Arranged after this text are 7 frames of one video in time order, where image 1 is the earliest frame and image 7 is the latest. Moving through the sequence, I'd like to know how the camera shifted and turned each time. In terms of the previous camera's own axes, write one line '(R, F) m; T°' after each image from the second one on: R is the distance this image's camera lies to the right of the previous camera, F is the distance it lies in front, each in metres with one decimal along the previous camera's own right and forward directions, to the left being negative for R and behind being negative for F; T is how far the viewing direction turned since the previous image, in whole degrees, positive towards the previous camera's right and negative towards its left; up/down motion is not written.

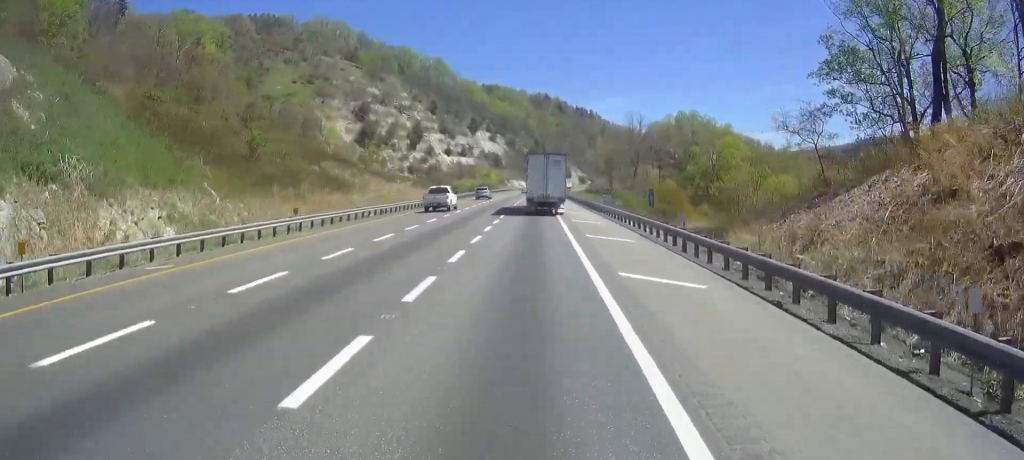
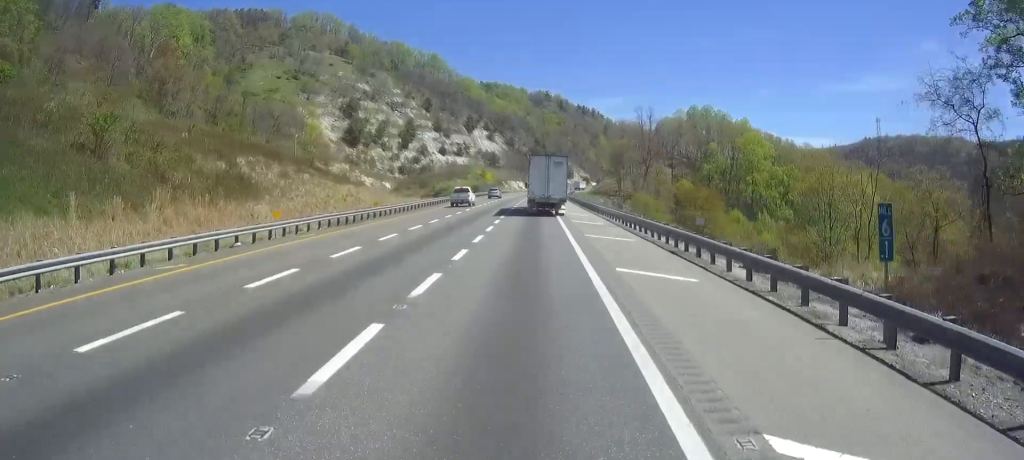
(-0.9, +22.0) m; -4°
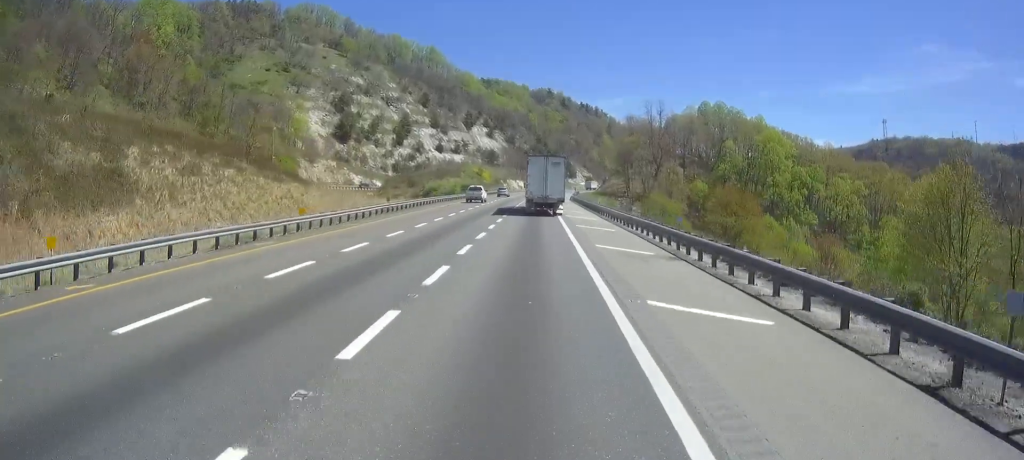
(-0.2, +16.6) m; -1°
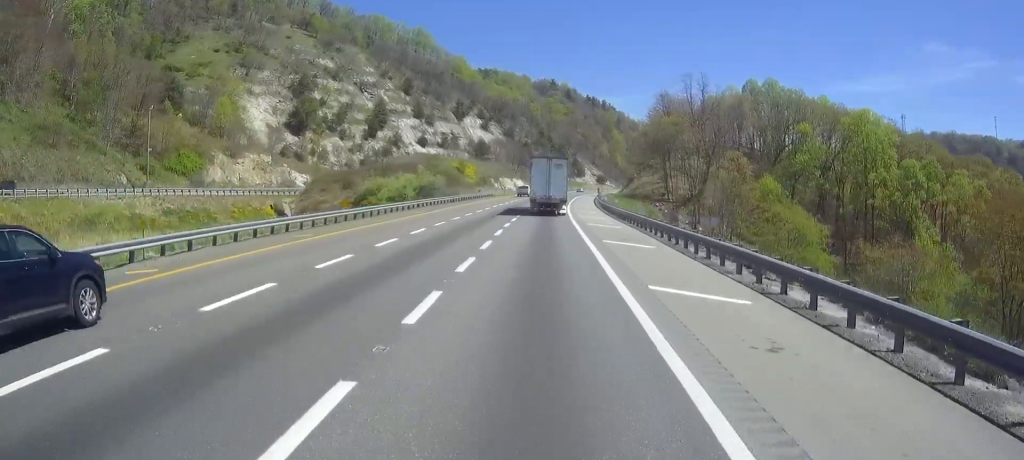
(0.0, +57.5) m; 0°
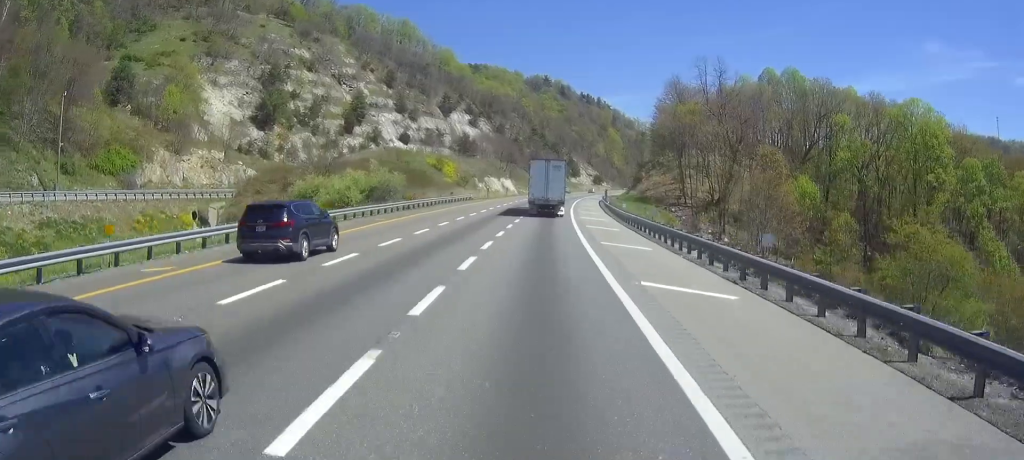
(0.0, +23.2) m; 0°
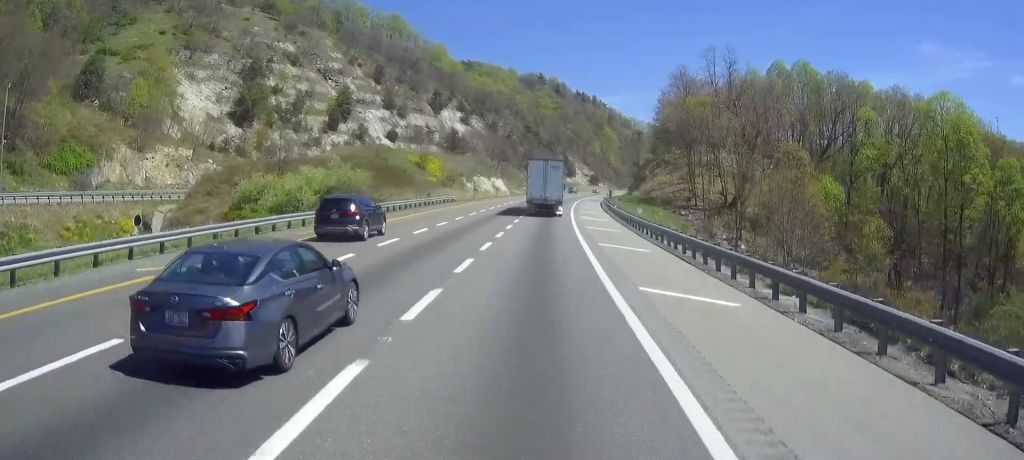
(+0.1, +12.3) m; +1°
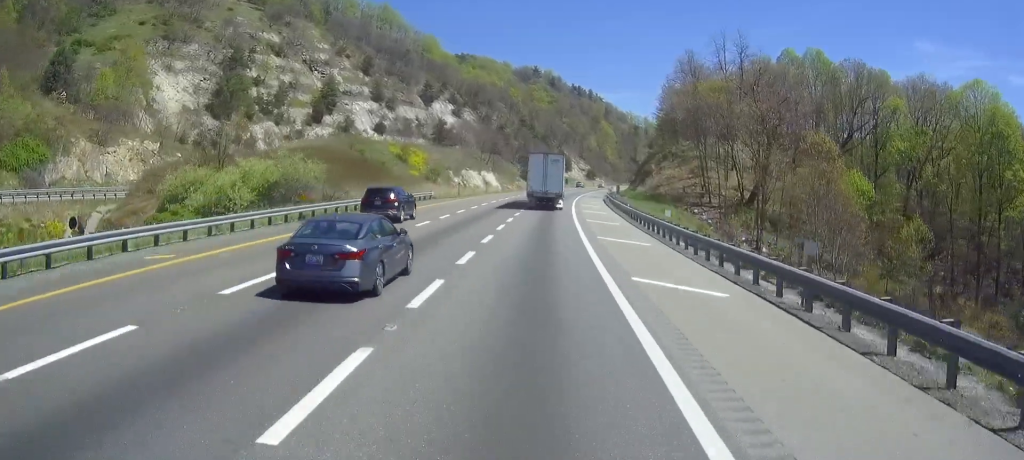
(0.0, +11.7) m; +1°
